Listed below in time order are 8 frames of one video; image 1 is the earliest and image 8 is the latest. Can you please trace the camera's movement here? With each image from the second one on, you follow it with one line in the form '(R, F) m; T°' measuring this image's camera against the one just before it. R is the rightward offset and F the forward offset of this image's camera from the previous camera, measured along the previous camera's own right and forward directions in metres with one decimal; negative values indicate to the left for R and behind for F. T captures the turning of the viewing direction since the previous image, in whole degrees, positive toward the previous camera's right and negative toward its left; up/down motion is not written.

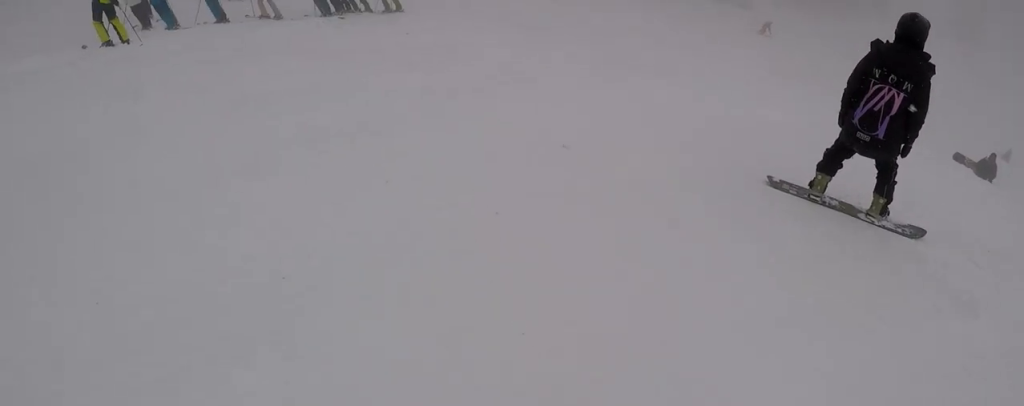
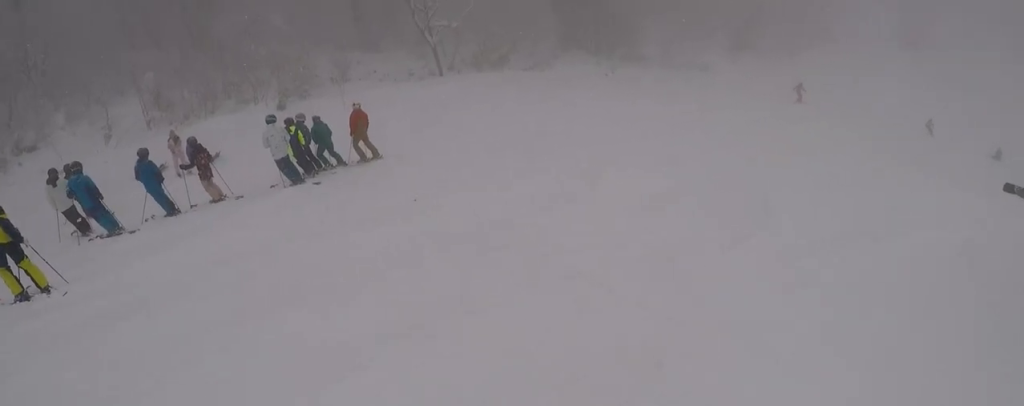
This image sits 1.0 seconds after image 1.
(-0.5, +3.2) m; +1°
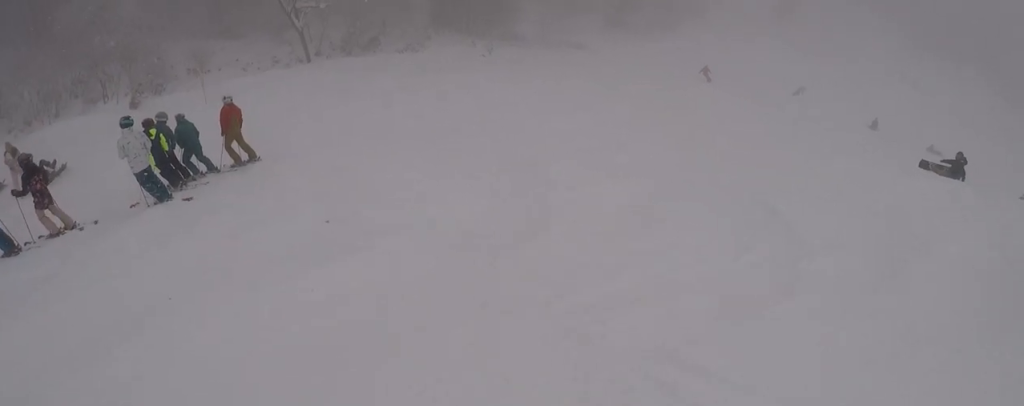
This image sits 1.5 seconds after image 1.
(-0.3, +1.9) m; +10°
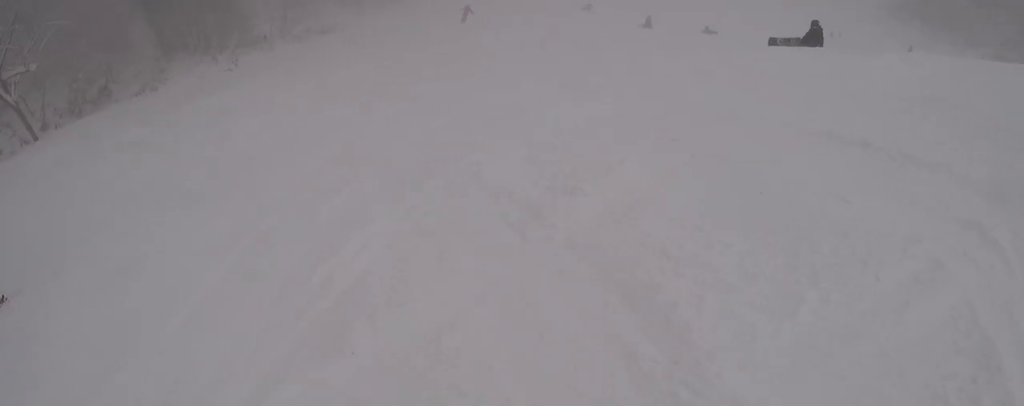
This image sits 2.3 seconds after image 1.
(+1.0, +3.3) m; +22°
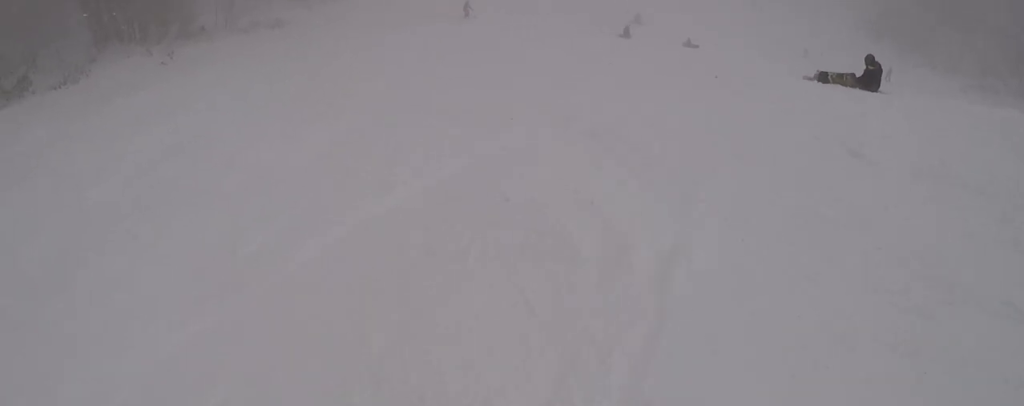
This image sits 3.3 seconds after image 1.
(+0.7, +4.3) m; +1°
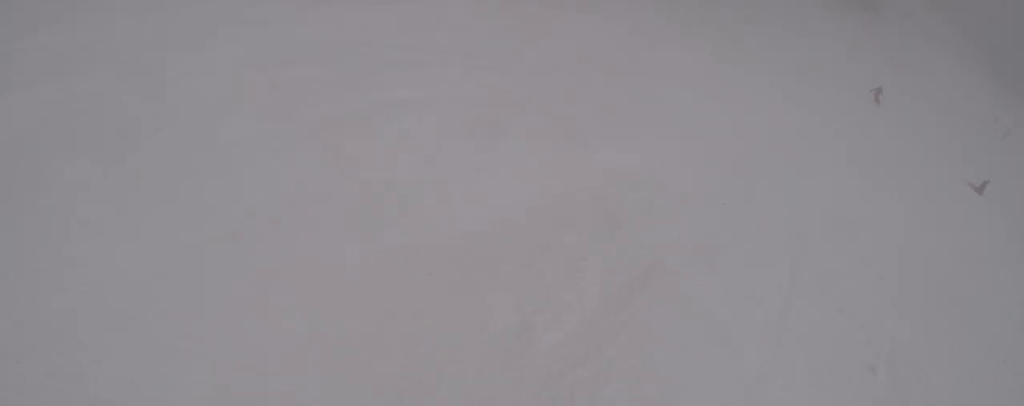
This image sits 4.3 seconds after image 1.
(-0.6, +4.8) m; -15°
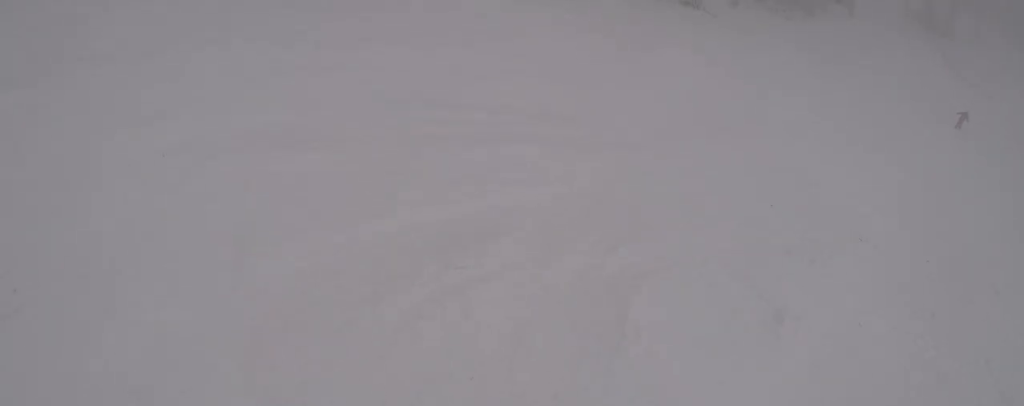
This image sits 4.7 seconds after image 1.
(-0.2, +2.3) m; -1°
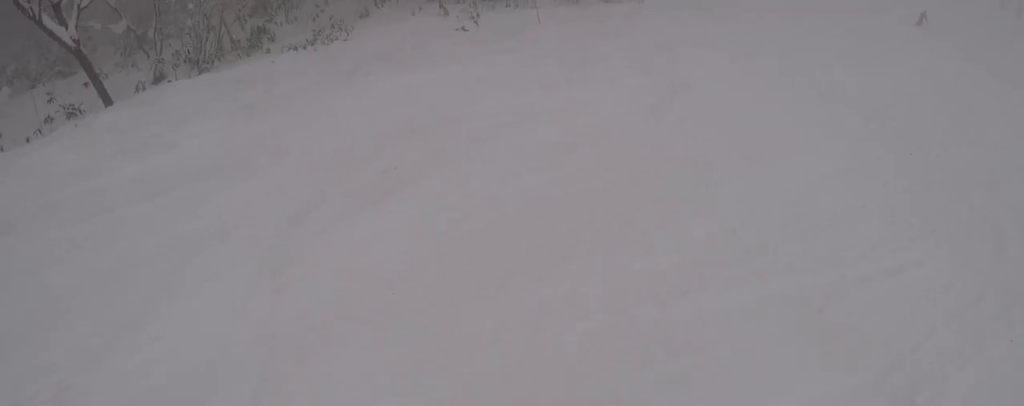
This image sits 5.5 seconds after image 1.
(-0.6, +4.4) m; +12°
